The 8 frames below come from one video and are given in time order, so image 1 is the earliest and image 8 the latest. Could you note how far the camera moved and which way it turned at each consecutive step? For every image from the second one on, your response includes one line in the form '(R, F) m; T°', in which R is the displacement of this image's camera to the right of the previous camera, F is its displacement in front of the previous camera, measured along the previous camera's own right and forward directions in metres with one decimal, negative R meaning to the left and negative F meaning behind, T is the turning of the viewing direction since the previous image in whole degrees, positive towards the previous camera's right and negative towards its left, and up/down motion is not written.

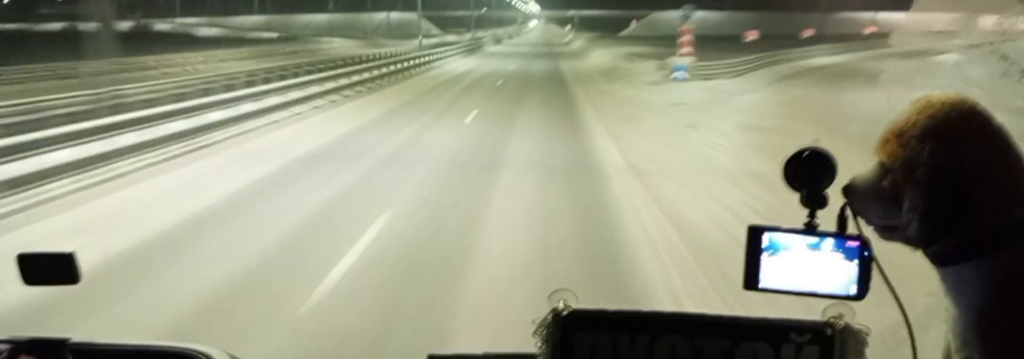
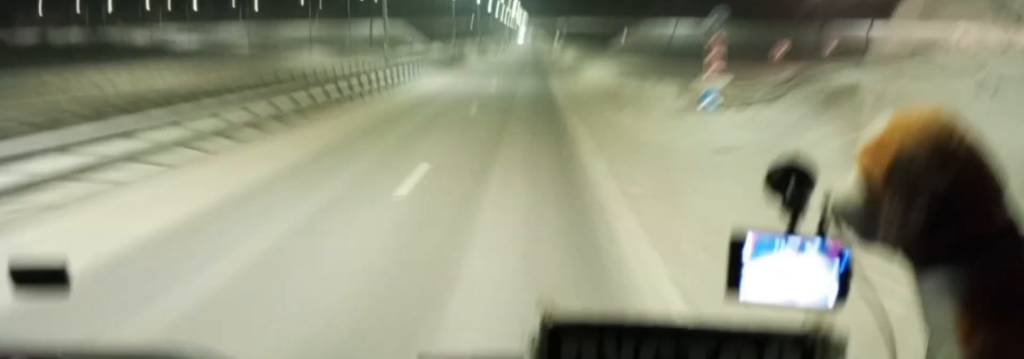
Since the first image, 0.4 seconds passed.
(+0.1, +10.5) m; +1°
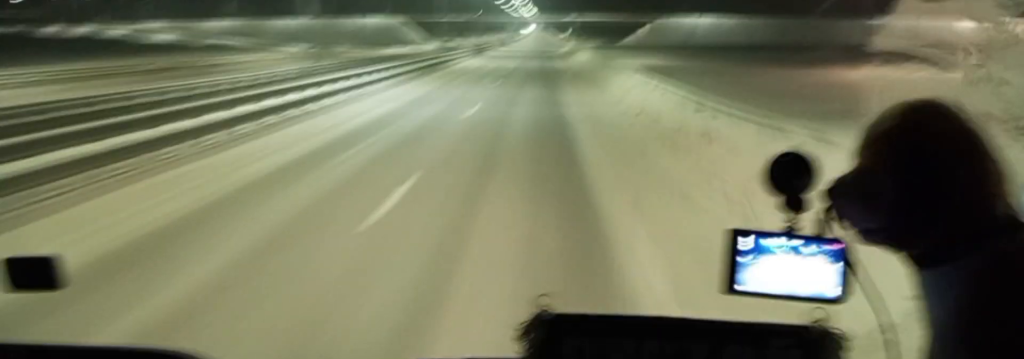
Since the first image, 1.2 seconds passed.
(+0.2, +18.6) m; 0°
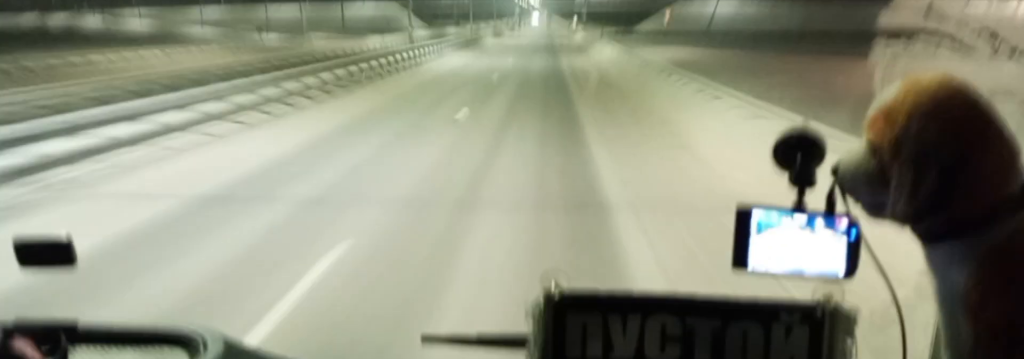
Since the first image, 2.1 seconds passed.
(0.0, +21.0) m; -1°
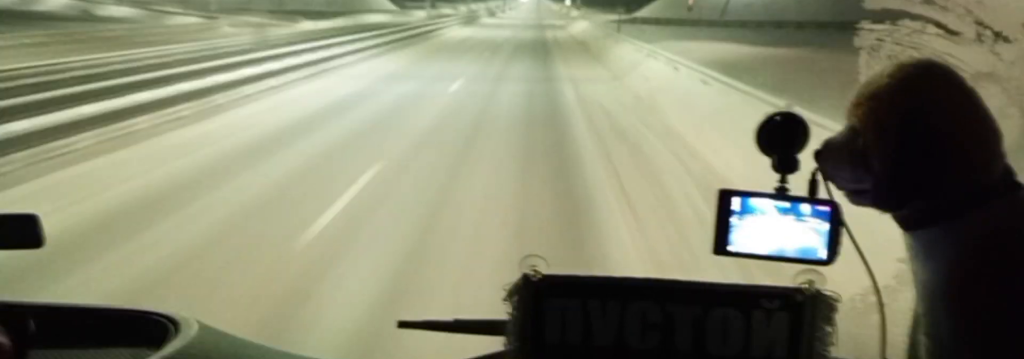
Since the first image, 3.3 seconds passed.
(-0.8, +28.7) m; -2°
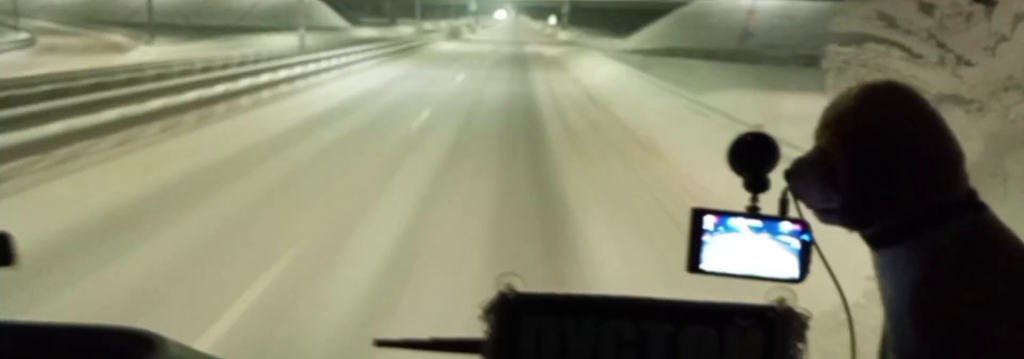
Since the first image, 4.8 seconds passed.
(+0.1, +35.2) m; 0°
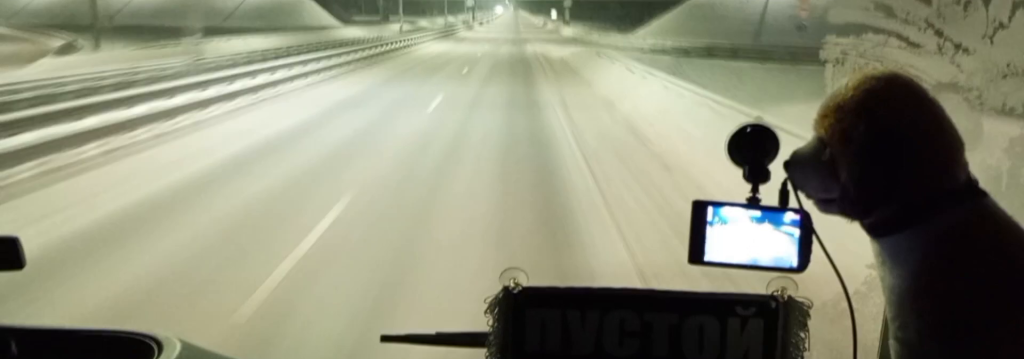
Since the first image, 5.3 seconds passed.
(-0.1, +12.3) m; -1°
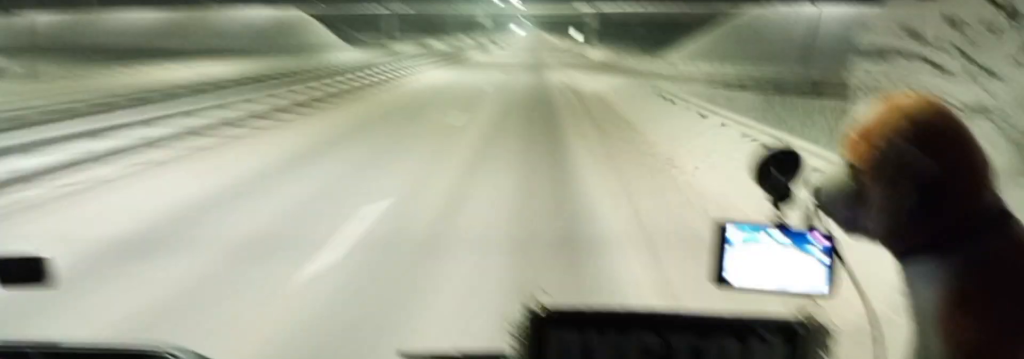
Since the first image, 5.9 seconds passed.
(-0.1, +14.7) m; 0°
